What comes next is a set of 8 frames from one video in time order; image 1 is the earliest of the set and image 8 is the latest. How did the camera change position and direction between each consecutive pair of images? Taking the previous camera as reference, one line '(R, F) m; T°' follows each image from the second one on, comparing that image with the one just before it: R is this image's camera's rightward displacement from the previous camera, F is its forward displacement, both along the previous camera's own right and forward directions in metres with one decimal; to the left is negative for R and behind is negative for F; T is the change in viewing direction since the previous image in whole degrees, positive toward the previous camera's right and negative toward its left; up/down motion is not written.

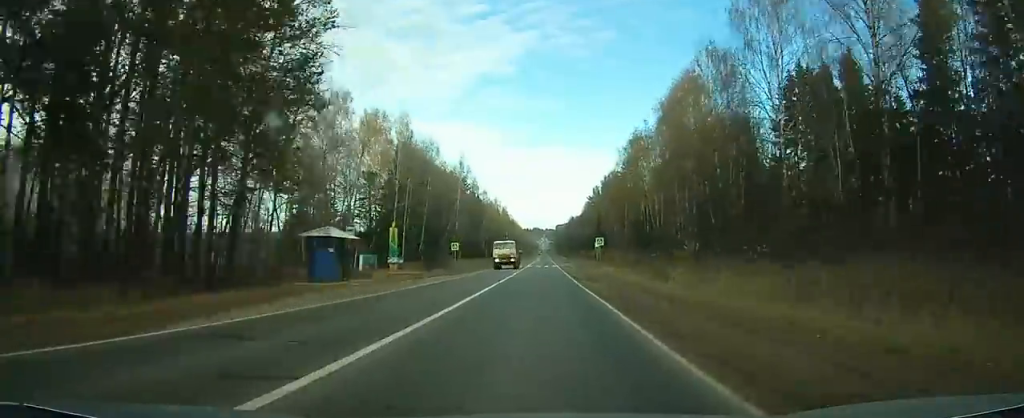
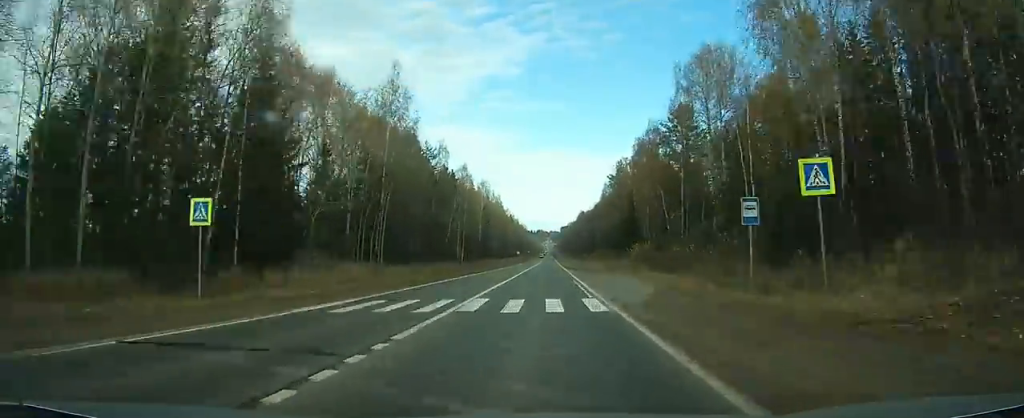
(+0.3, +58.8) m; 0°
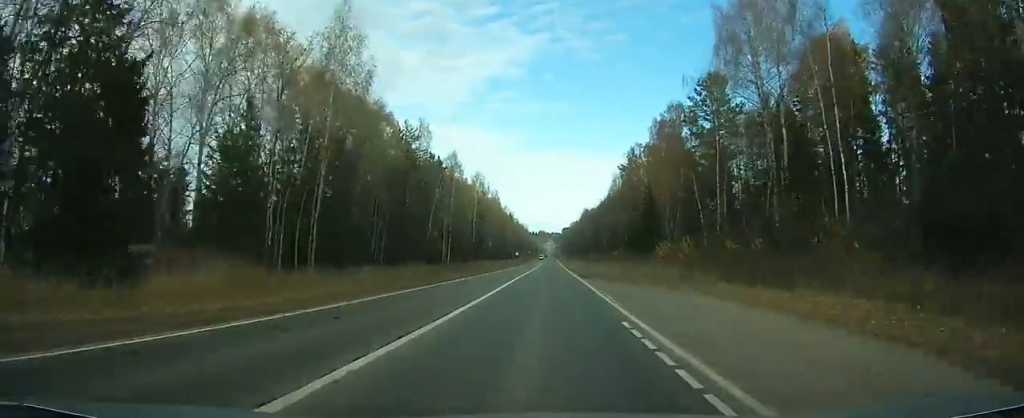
(0.0, +18.5) m; 0°
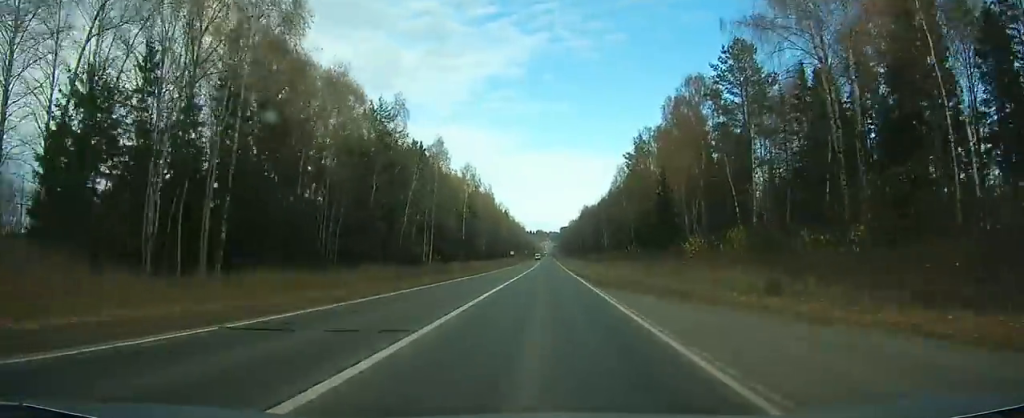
(0.0, +13.9) m; 0°
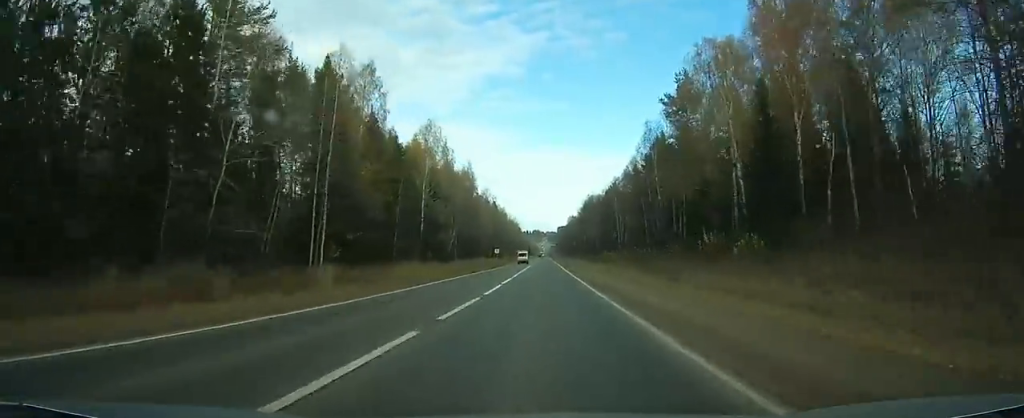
(+0.3, +42.0) m; 0°
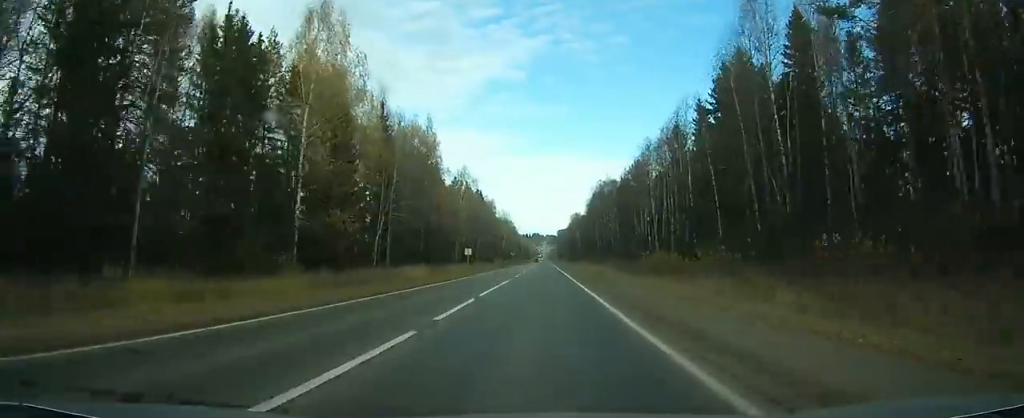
(-0.3, +47.6) m; -1°
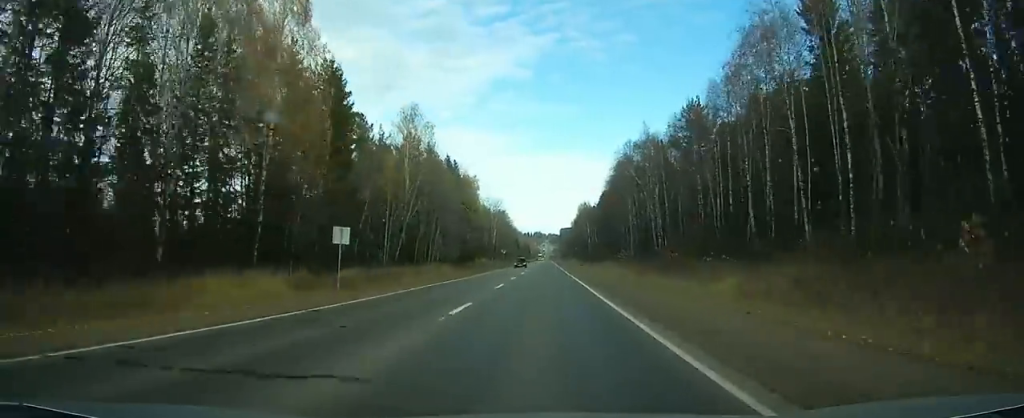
(-0.1, +53.4) m; 0°
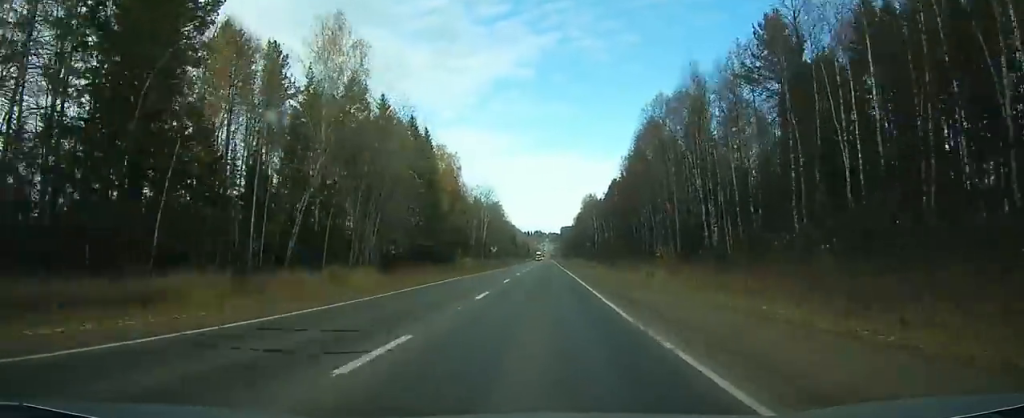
(0.0, +30.6) m; 0°
